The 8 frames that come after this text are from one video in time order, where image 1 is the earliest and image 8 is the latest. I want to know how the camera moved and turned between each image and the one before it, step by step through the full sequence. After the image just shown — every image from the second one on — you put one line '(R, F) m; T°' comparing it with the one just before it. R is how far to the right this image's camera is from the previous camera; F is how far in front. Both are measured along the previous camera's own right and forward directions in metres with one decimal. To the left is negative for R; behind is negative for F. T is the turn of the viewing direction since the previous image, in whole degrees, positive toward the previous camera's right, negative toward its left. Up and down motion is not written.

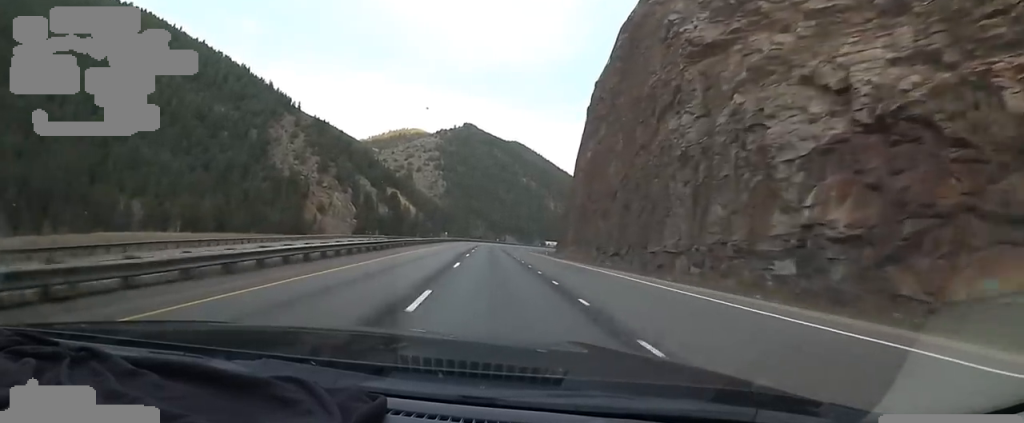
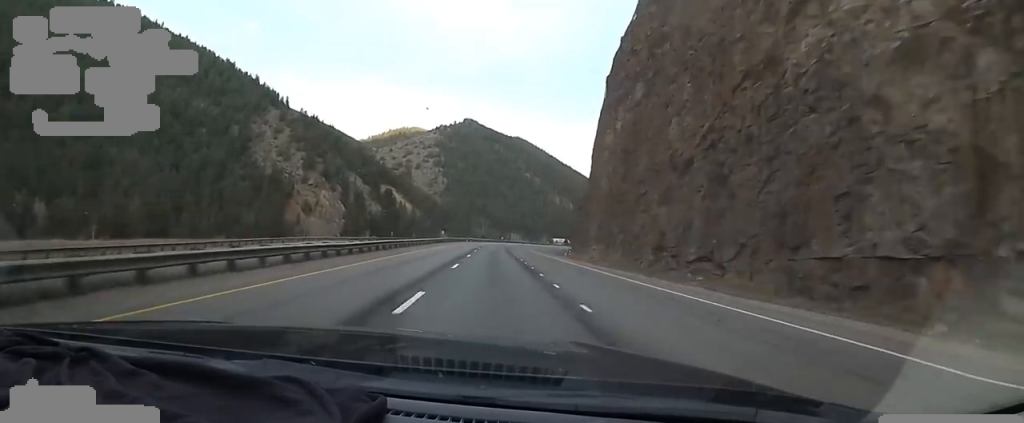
(-1.9, +24.0) m; -2°
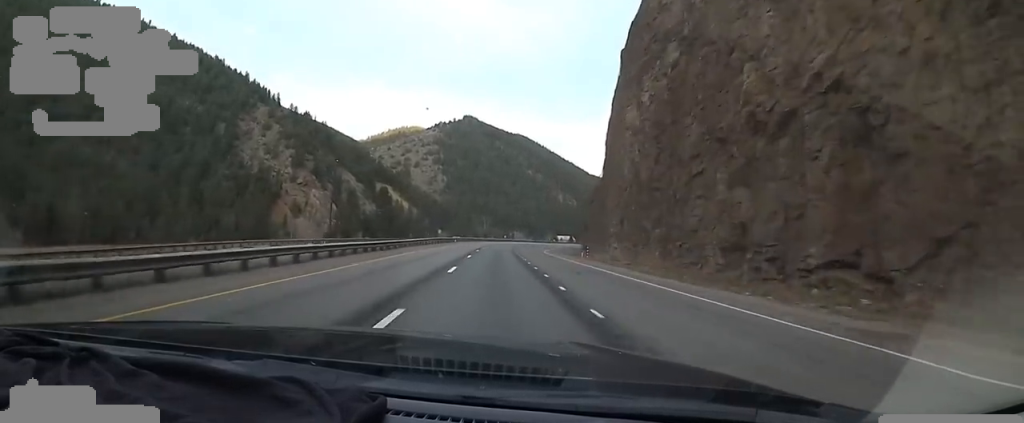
(-0.3, +14.6) m; 0°
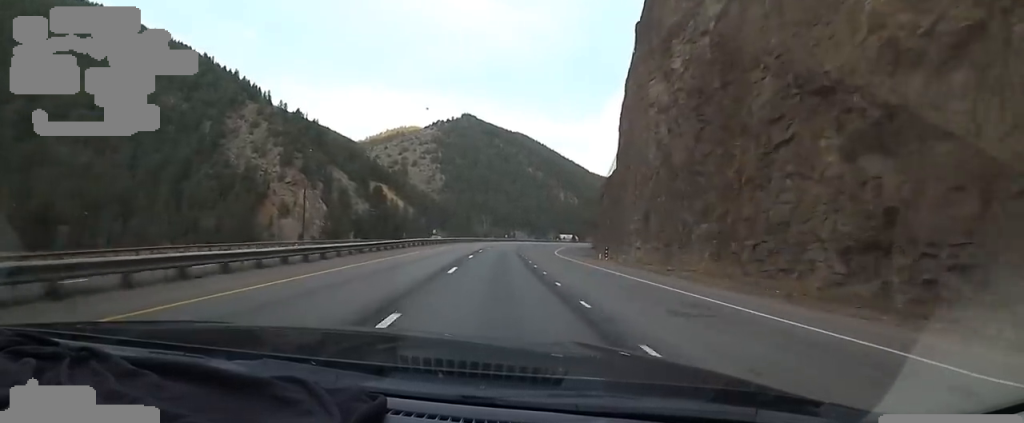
(+0.3, +13.5) m; +2°
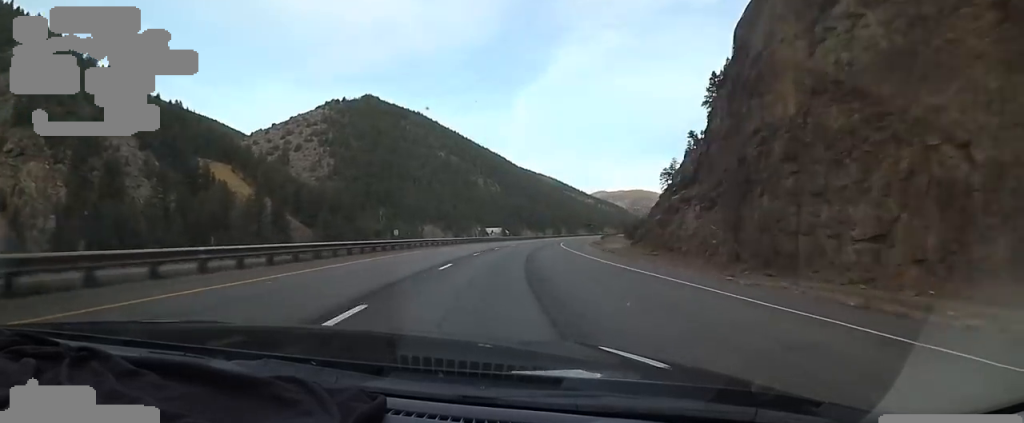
(+4.3, +95.8) m; +6°
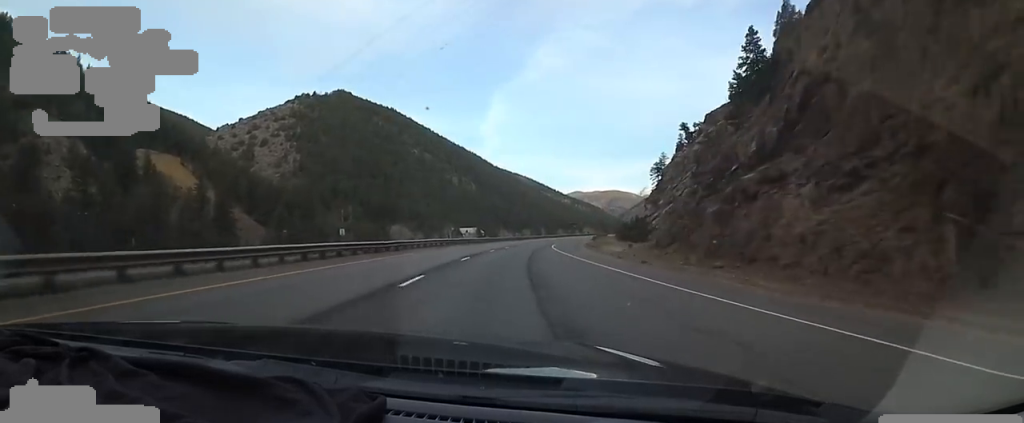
(+0.4, +17.6) m; +4°
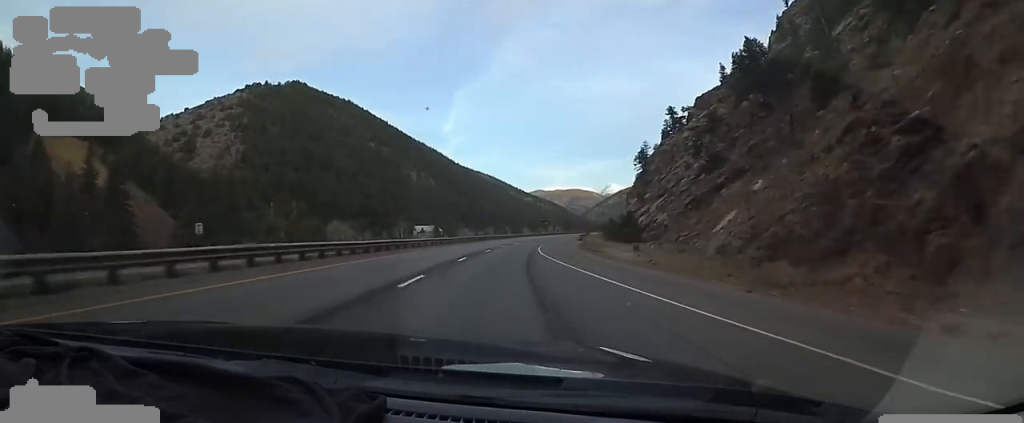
(+0.9, +25.8) m; +7°
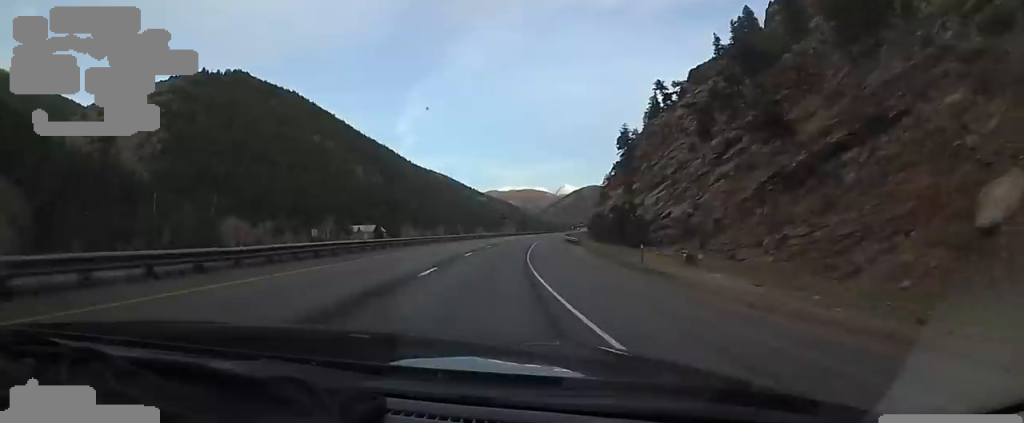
(+3.1, +31.9) m; +5°
